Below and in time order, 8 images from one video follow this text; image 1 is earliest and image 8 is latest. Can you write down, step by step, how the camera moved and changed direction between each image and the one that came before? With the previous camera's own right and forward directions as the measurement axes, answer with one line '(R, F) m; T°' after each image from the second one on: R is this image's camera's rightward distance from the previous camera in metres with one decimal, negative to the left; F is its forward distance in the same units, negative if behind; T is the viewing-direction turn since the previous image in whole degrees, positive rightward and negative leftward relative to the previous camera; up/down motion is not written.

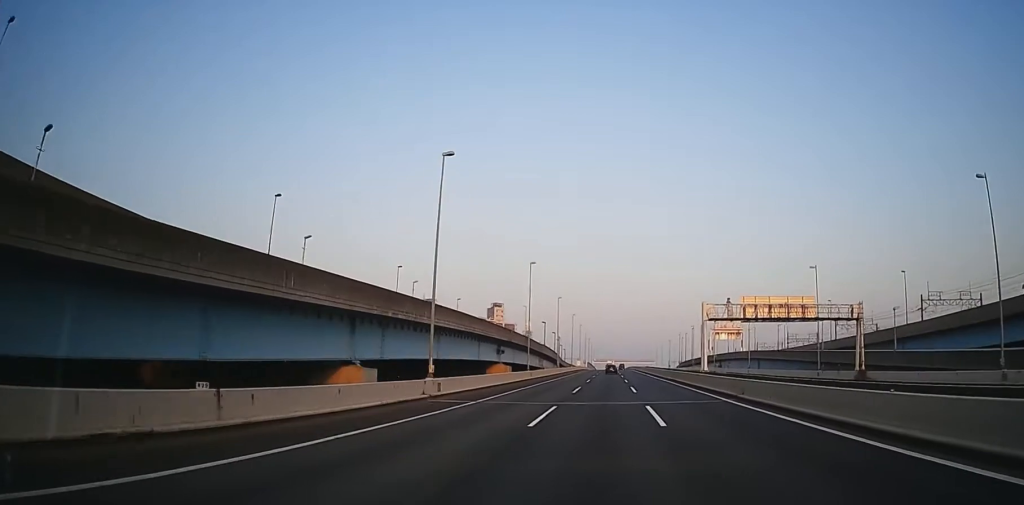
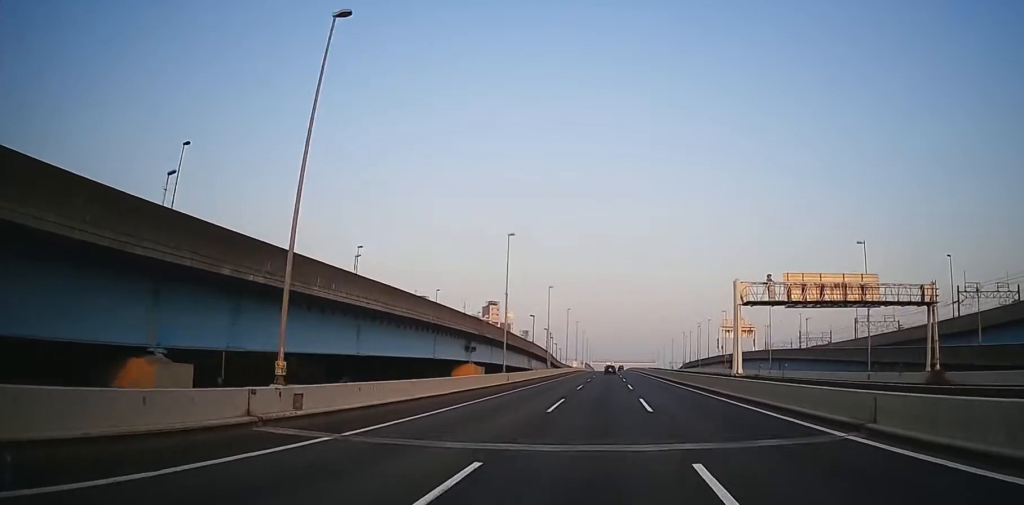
(+0.2, +13.3) m; 0°
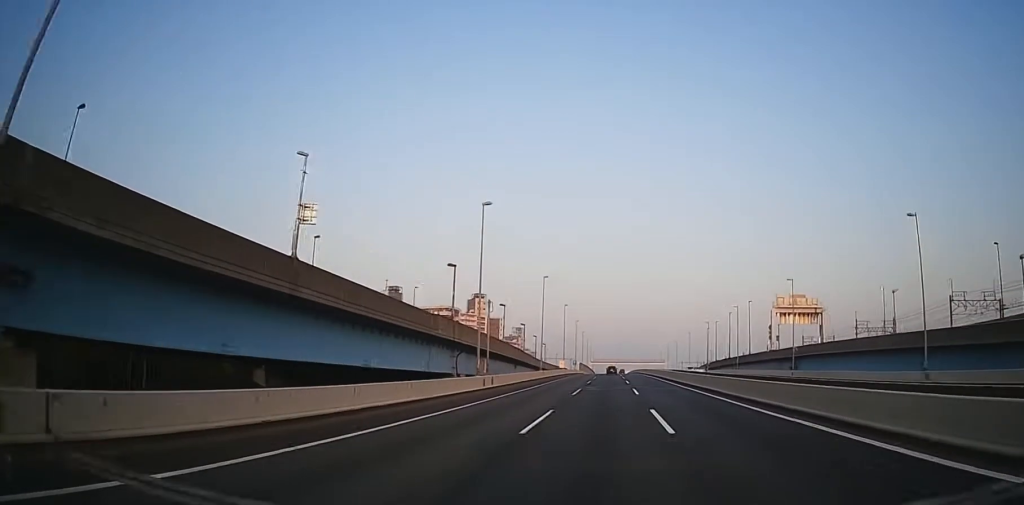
(-1.3, +45.6) m; -4°
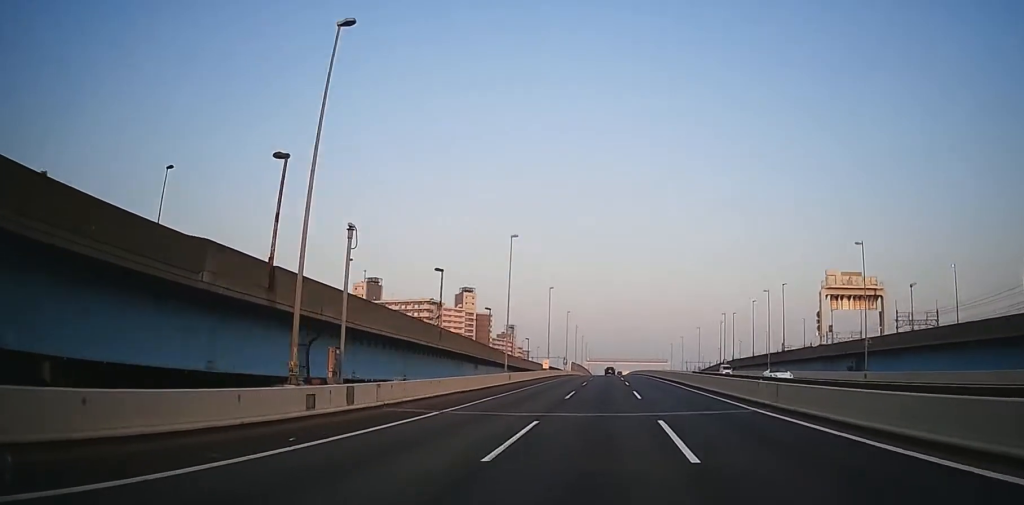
(+0.1, +26.5) m; +2°
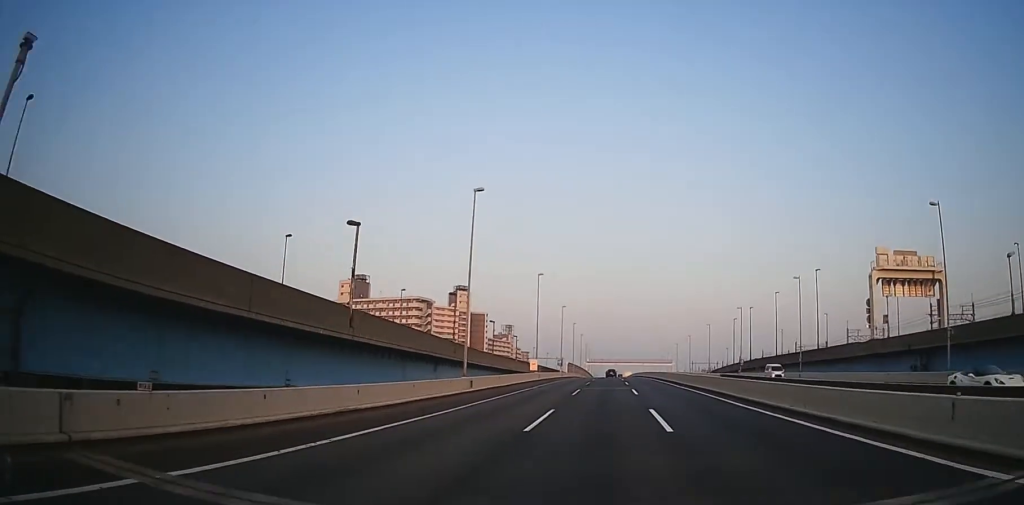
(+0.6, +17.3) m; +1°
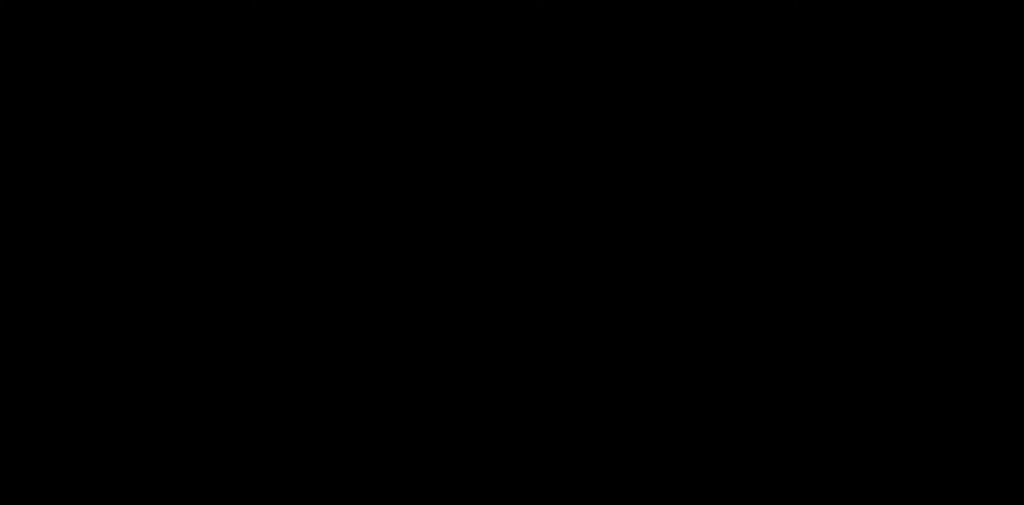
(+0.1, +10.2) m; 0°
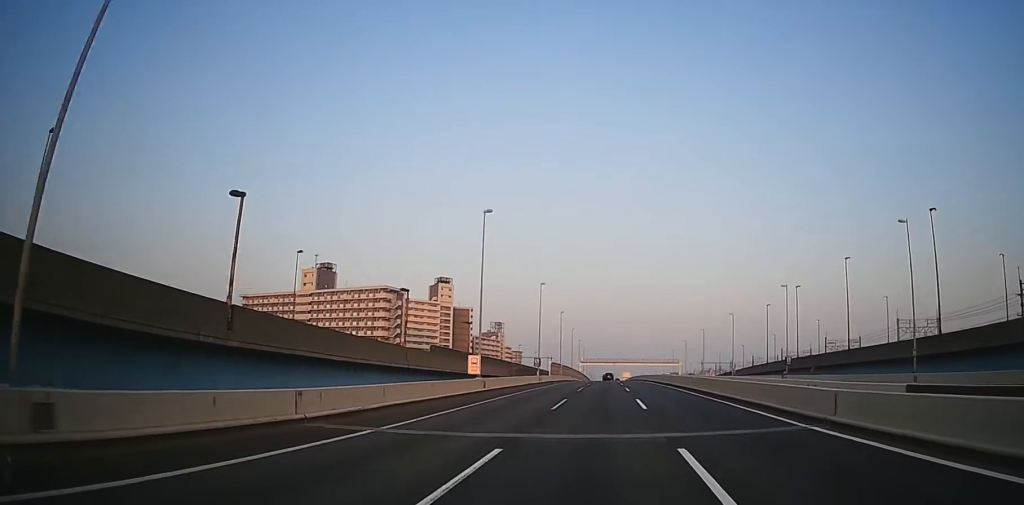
(-0.1, +19.6) m; -1°
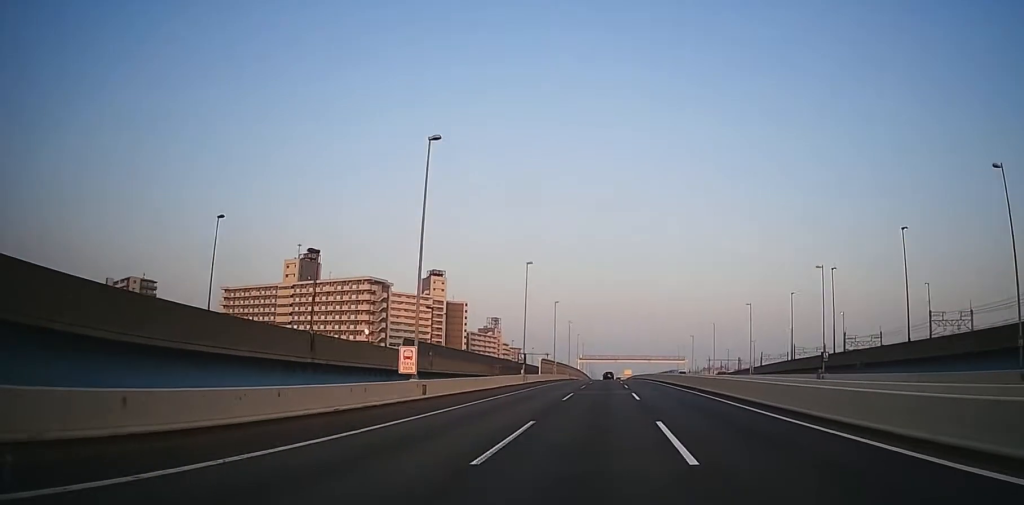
(-0.3, +12.7) m; -1°
